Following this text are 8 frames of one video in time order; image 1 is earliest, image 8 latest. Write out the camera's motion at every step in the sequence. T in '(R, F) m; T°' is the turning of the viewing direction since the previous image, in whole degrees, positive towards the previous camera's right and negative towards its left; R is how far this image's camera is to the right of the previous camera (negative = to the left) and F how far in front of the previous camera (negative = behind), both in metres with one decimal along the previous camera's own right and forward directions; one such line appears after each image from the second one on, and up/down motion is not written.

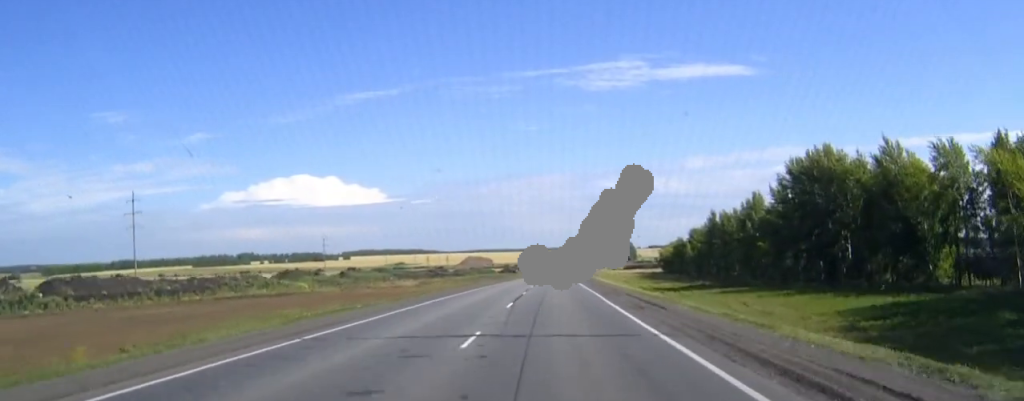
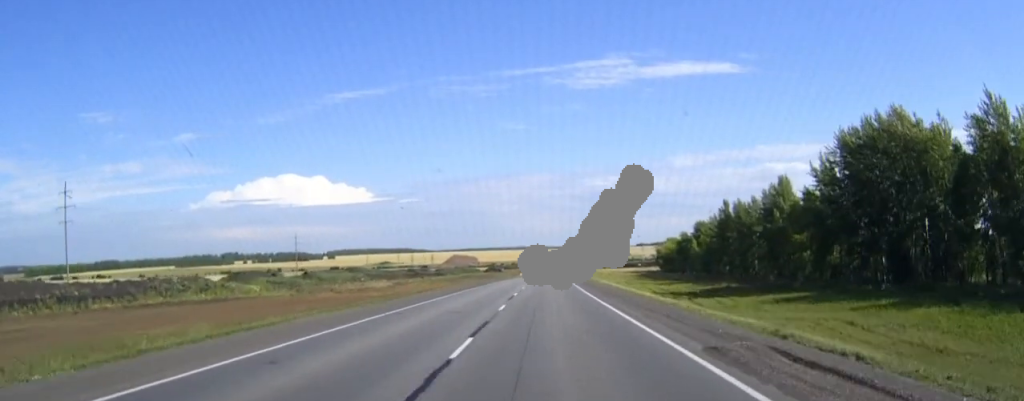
(+0.3, +25.0) m; +1°
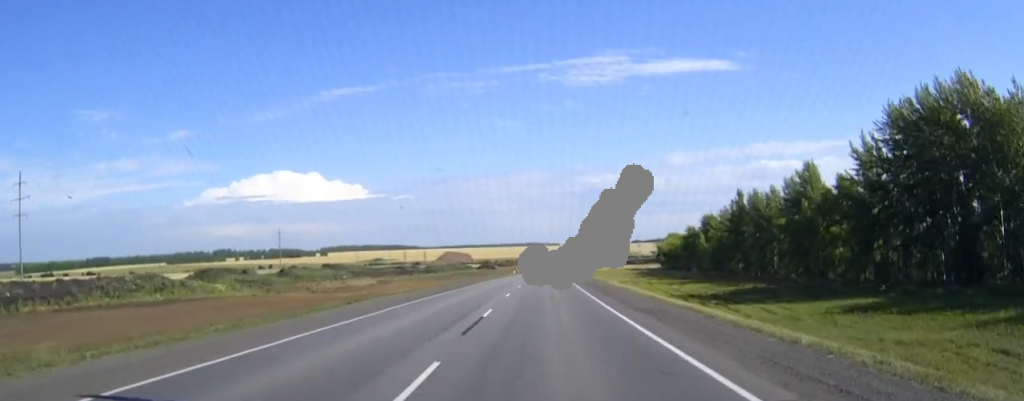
(+0.1, +15.6) m; 0°
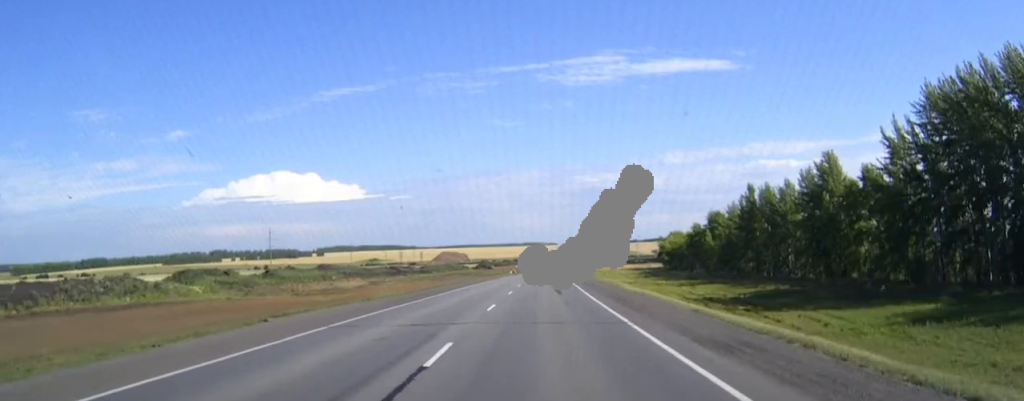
(0.0, +9.4) m; 0°
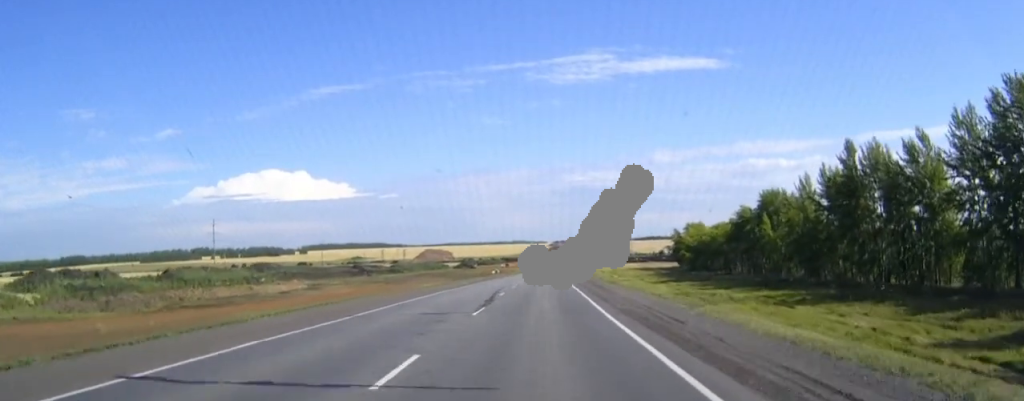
(+0.3, +49.7) m; +1°
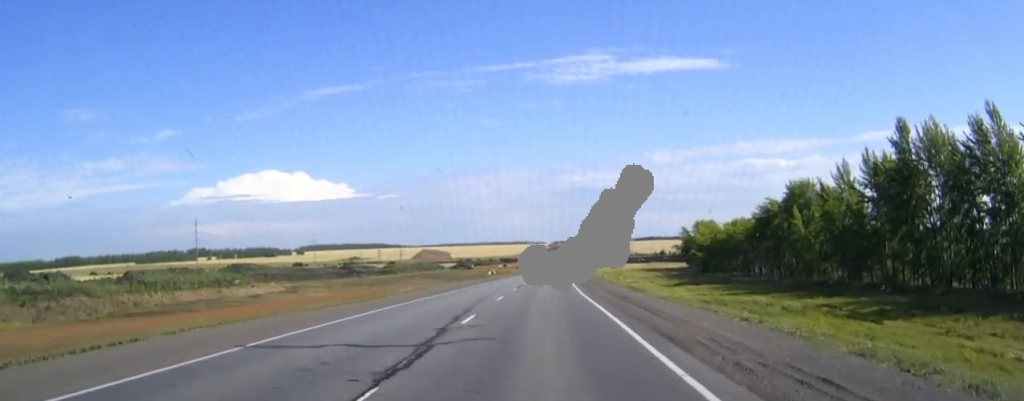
(0.0, +14.8) m; 0°
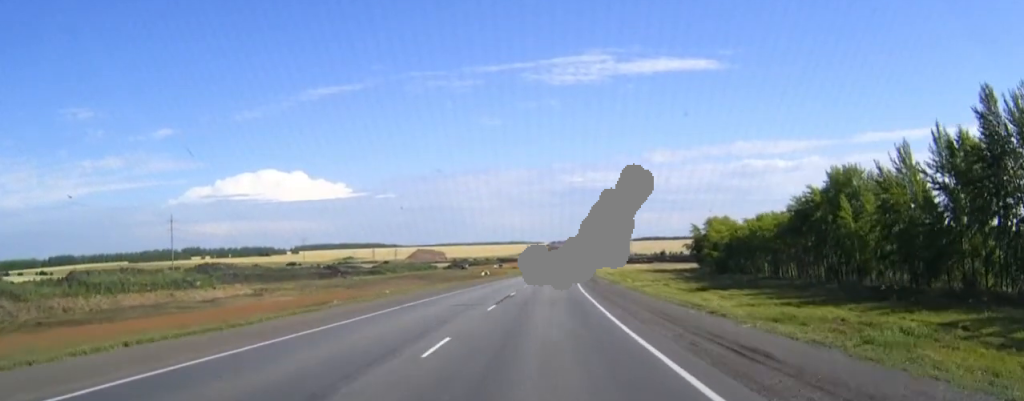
(0.0, +18.0) m; 0°
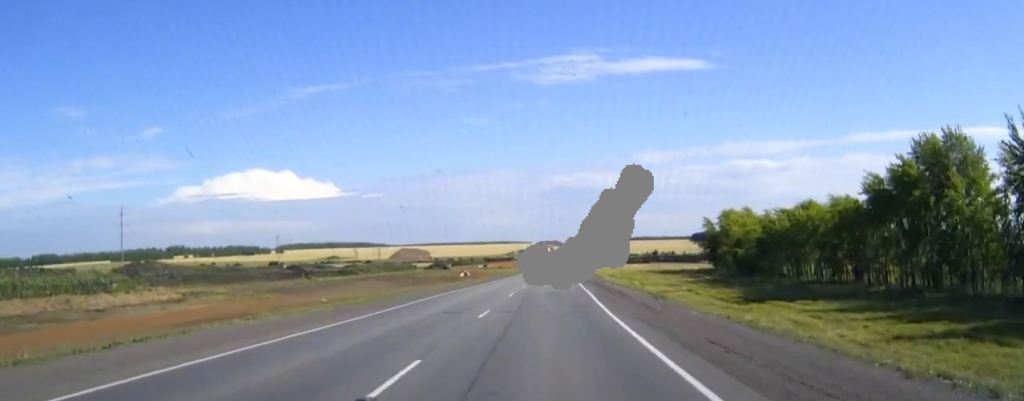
(+0.2, +27.3) m; +1°
